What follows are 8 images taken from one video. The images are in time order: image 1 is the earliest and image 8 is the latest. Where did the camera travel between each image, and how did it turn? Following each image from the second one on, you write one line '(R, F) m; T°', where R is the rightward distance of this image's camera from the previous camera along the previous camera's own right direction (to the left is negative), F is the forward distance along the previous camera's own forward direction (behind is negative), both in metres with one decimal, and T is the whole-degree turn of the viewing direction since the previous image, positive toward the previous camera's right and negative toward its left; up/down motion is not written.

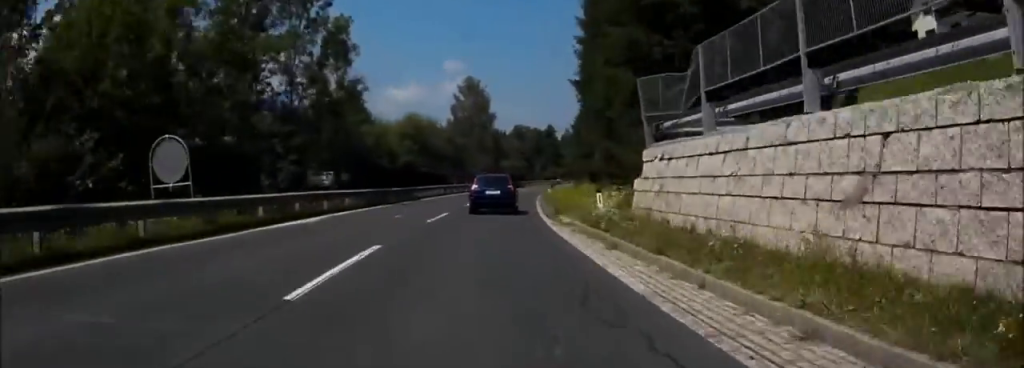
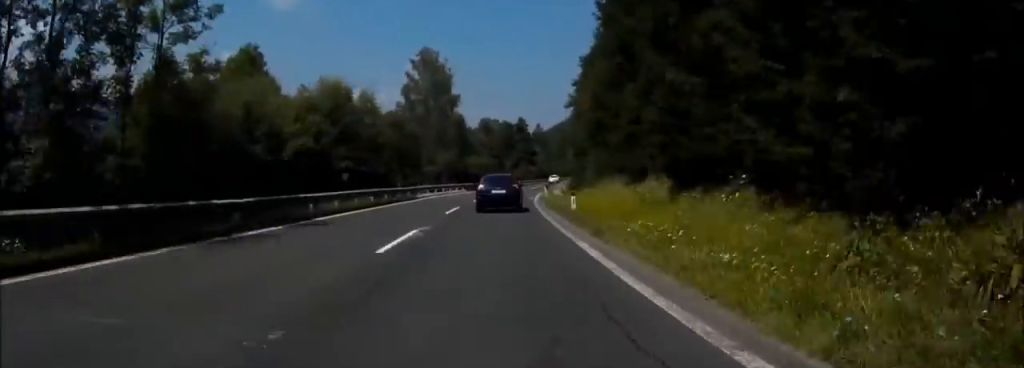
(+0.5, +24.1) m; +3°
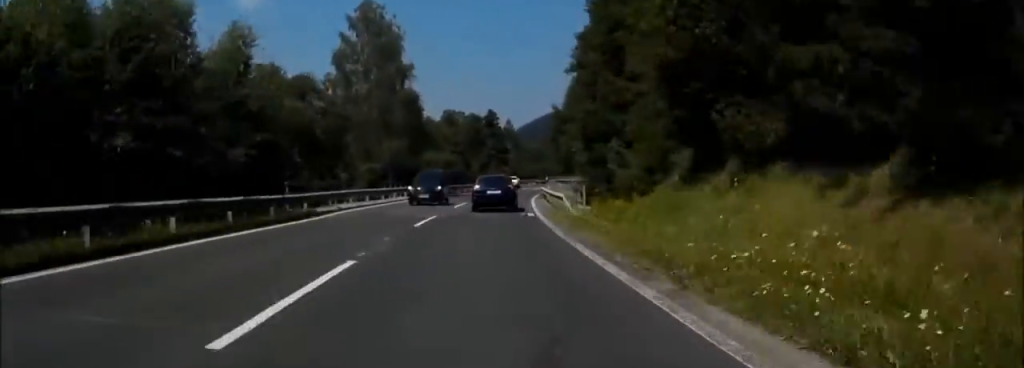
(+0.7, +21.5) m; +3°
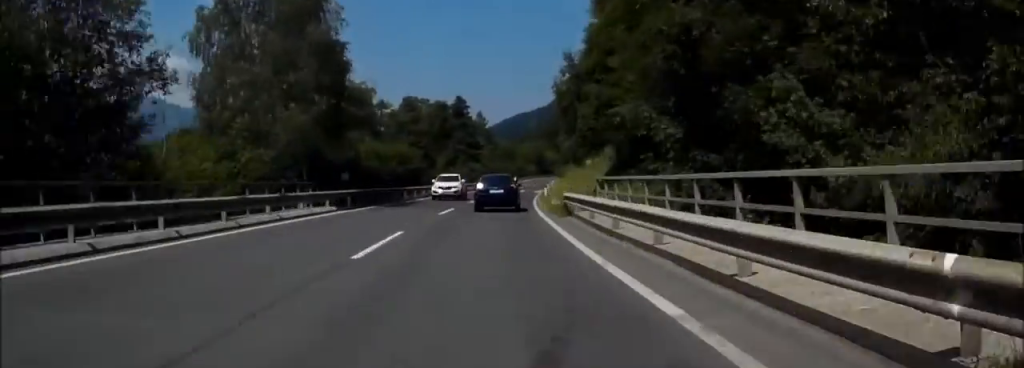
(+0.5, +21.0) m; +2°
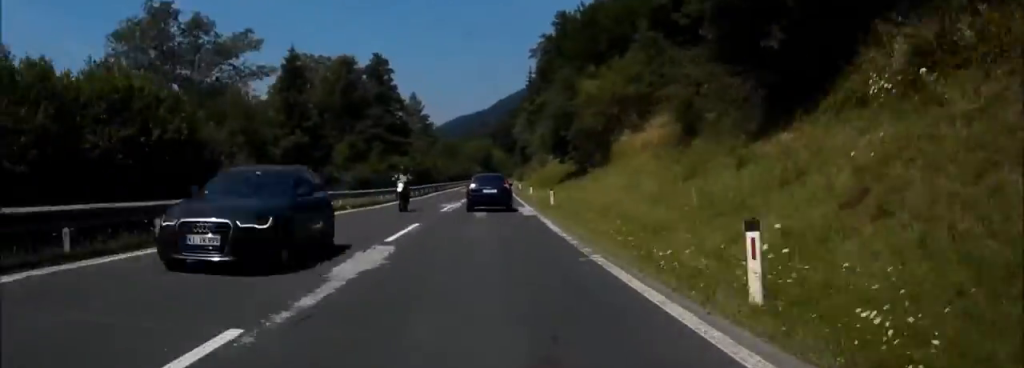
(+1.0, +35.3) m; +3°
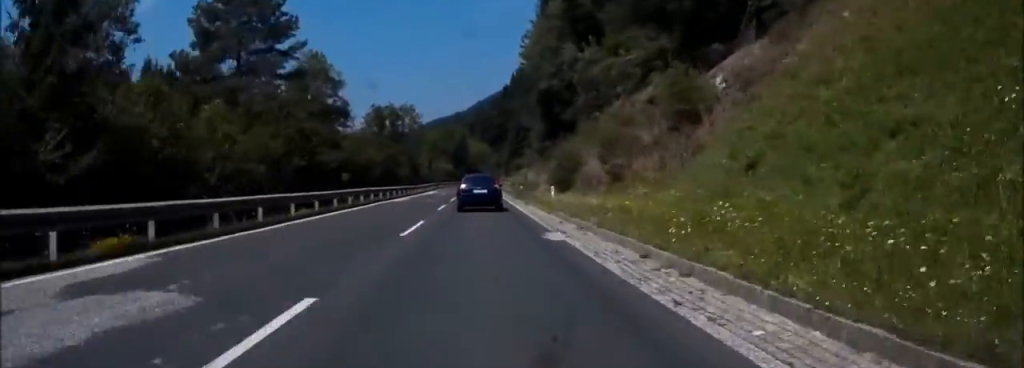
(+2.1, +79.0) m; +2°
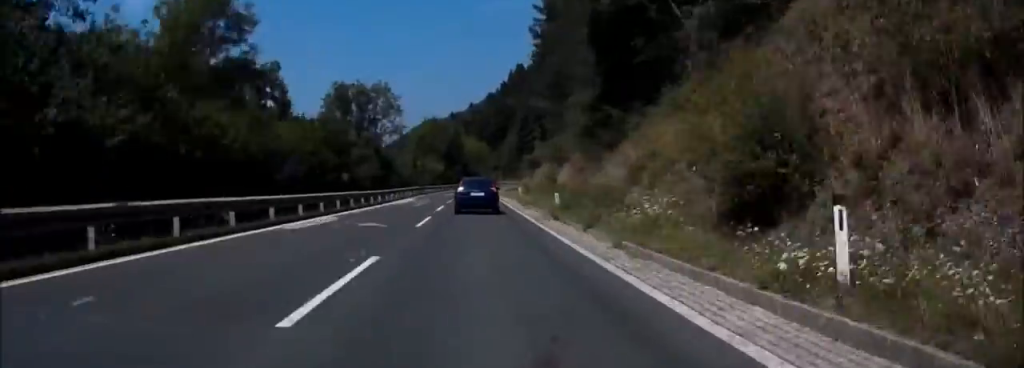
(0.0, +24.6) m; 0°
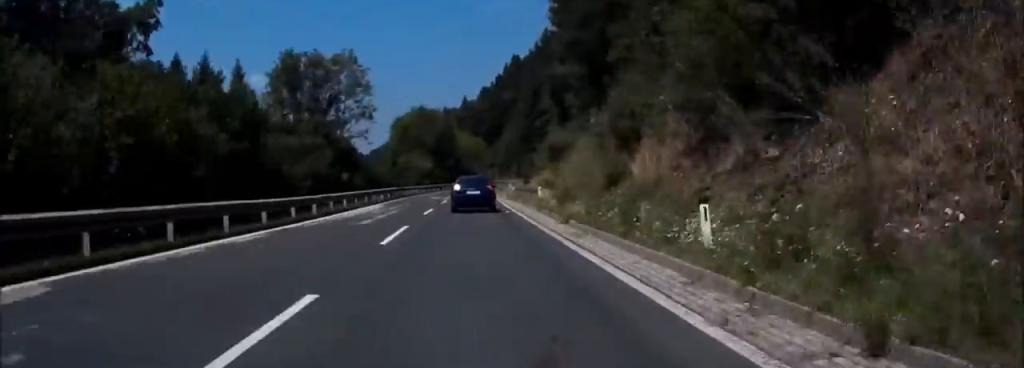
(+0.1, +18.5) m; 0°
